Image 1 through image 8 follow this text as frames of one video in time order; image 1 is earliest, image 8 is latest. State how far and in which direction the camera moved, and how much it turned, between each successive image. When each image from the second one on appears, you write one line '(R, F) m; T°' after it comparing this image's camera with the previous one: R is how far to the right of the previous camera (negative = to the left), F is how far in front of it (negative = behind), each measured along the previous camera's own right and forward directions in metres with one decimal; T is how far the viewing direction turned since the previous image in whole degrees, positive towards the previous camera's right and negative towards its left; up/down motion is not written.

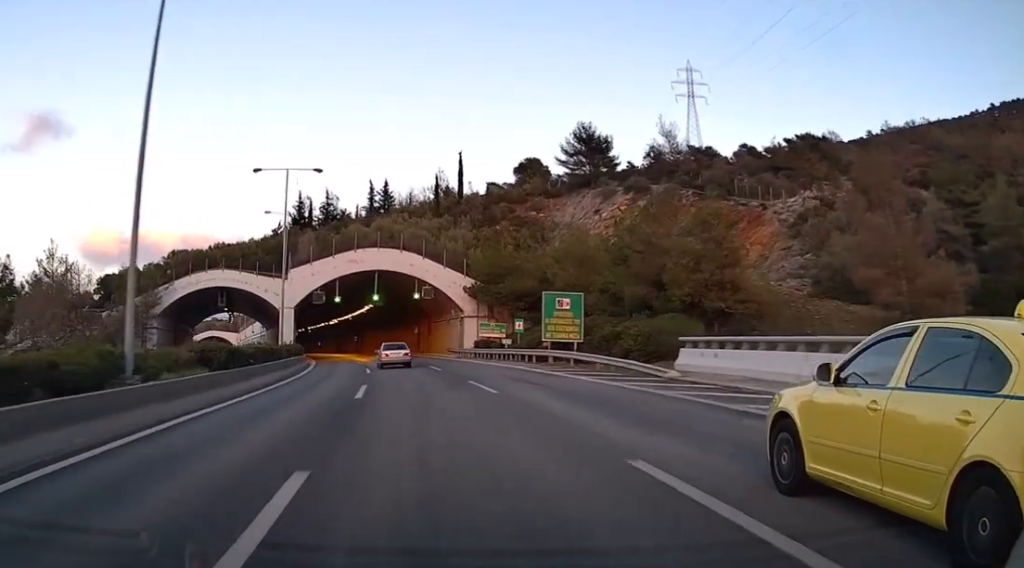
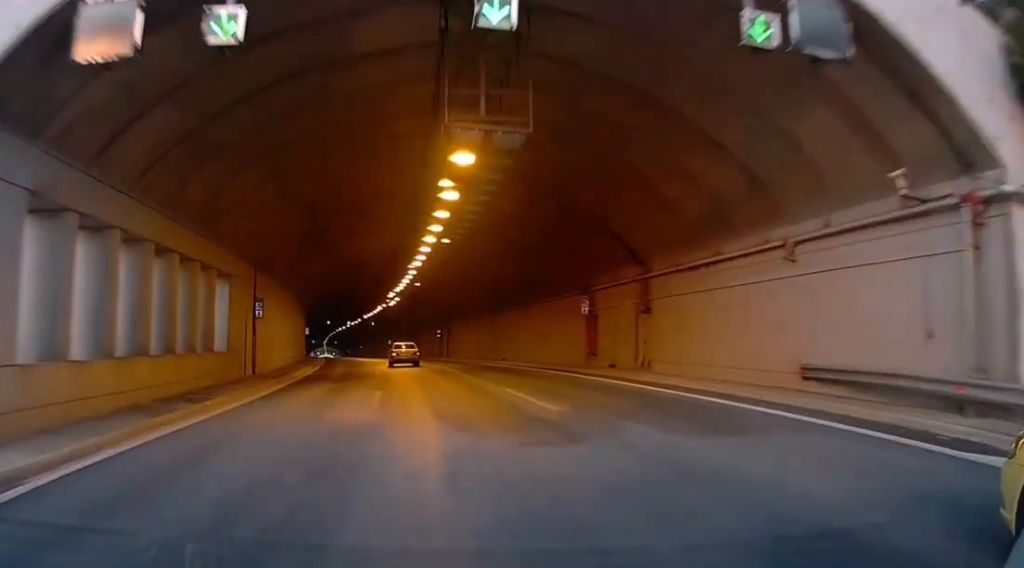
(-4.4, +59.7) m; -7°
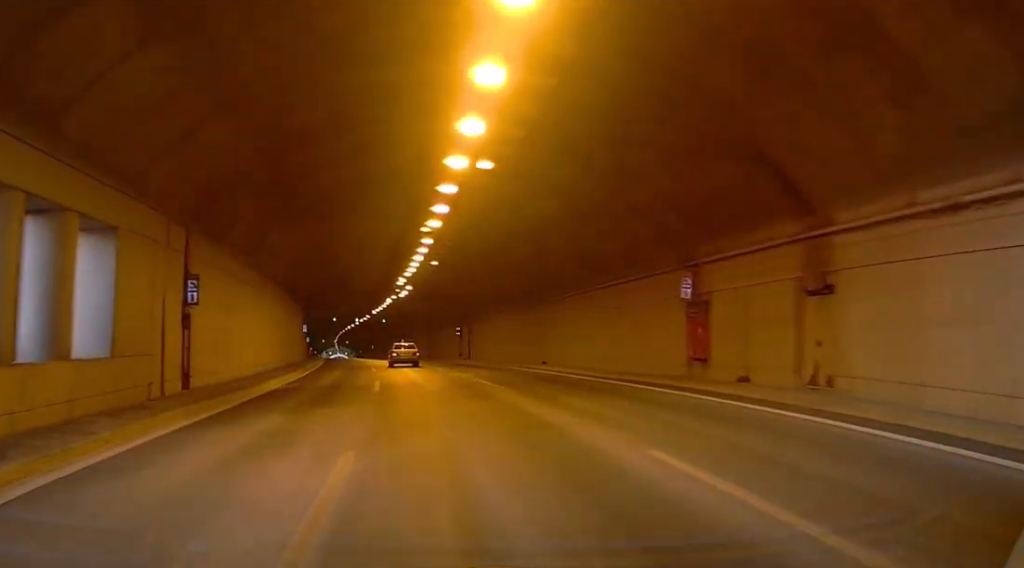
(-0.1, +12.1) m; -1°
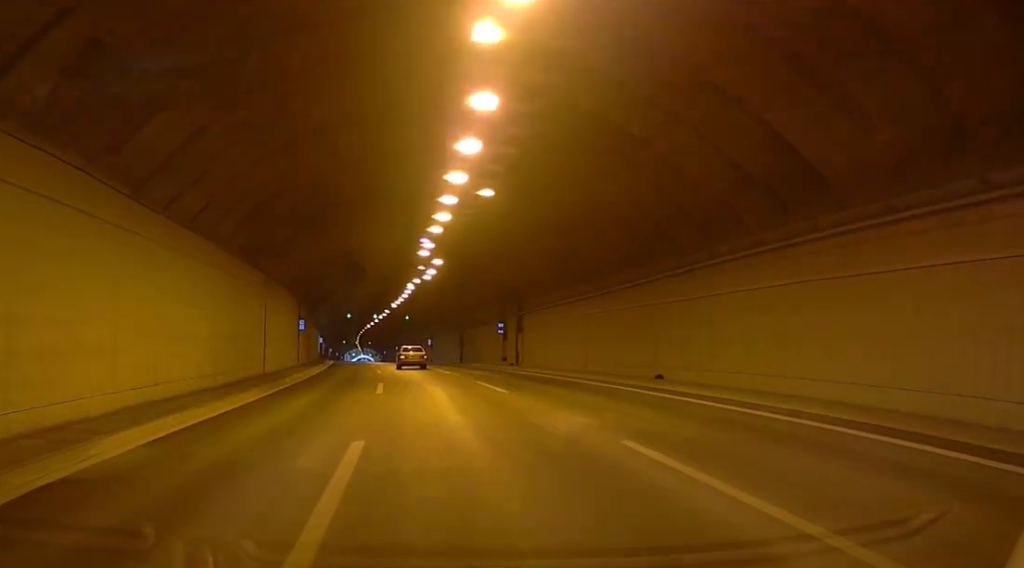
(-0.2, +17.0) m; -1°
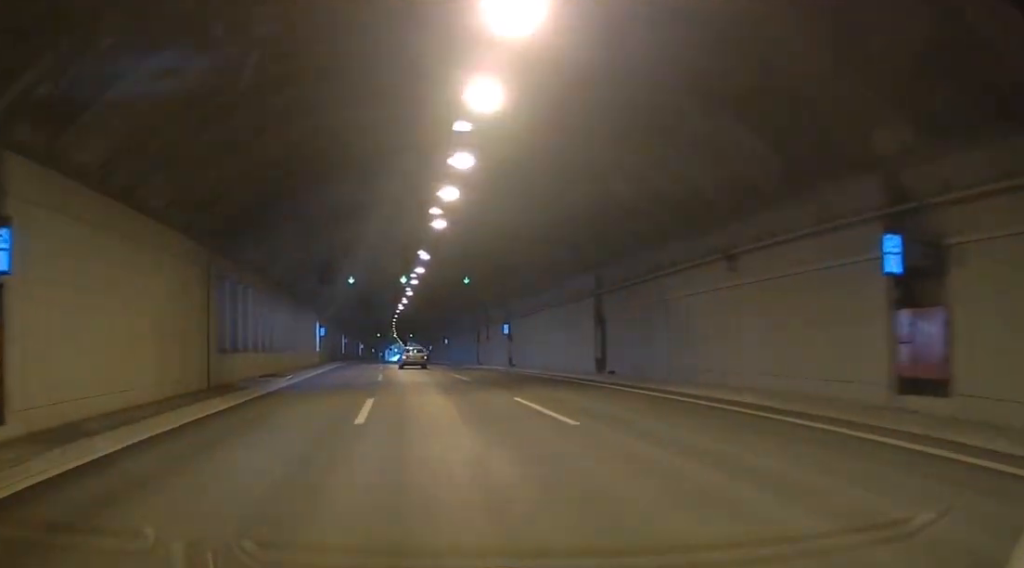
(-0.5, +45.8) m; -1°
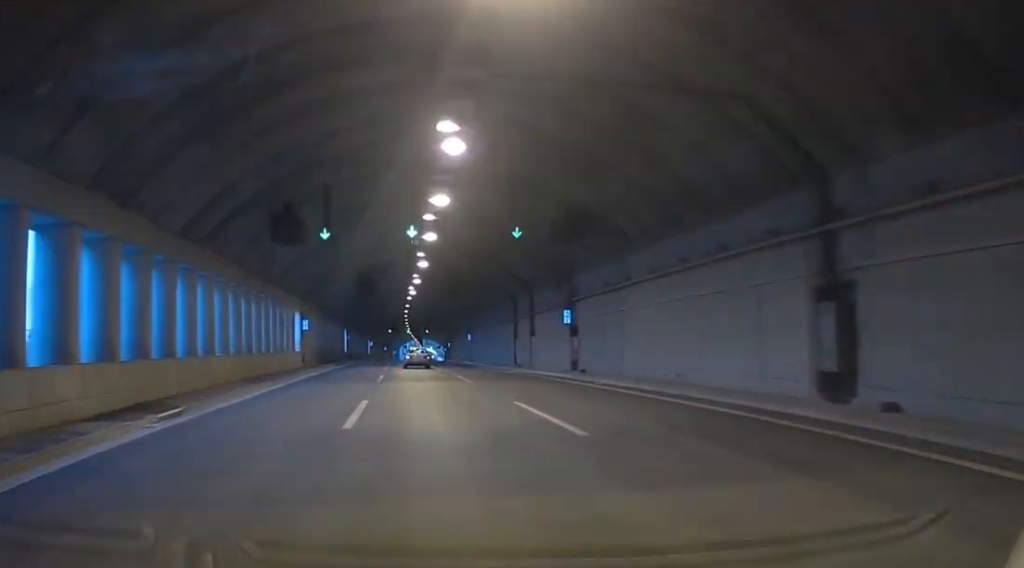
(+0.1, +18.2) m; 0°
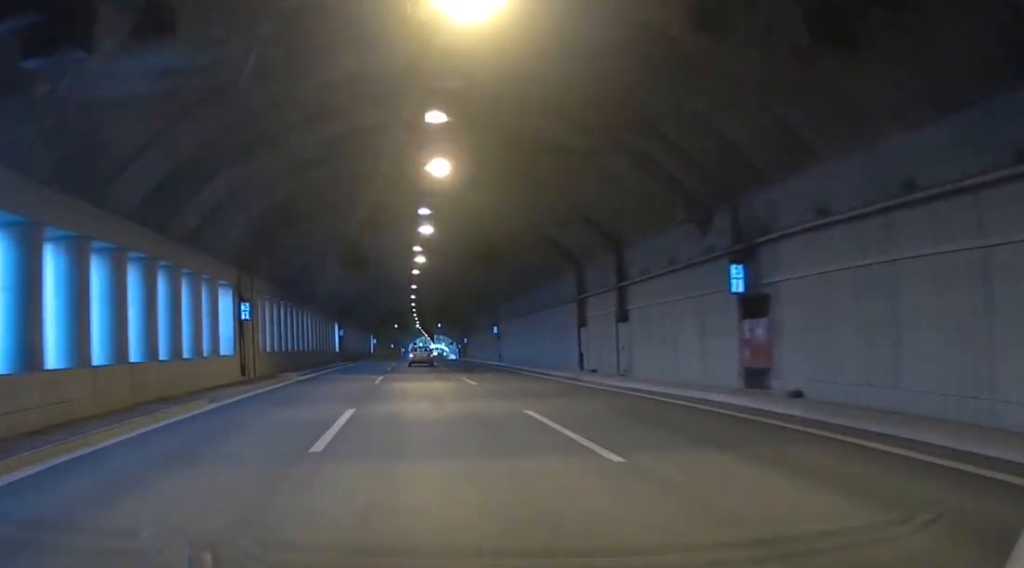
(0.0, +20.6) m; 0°
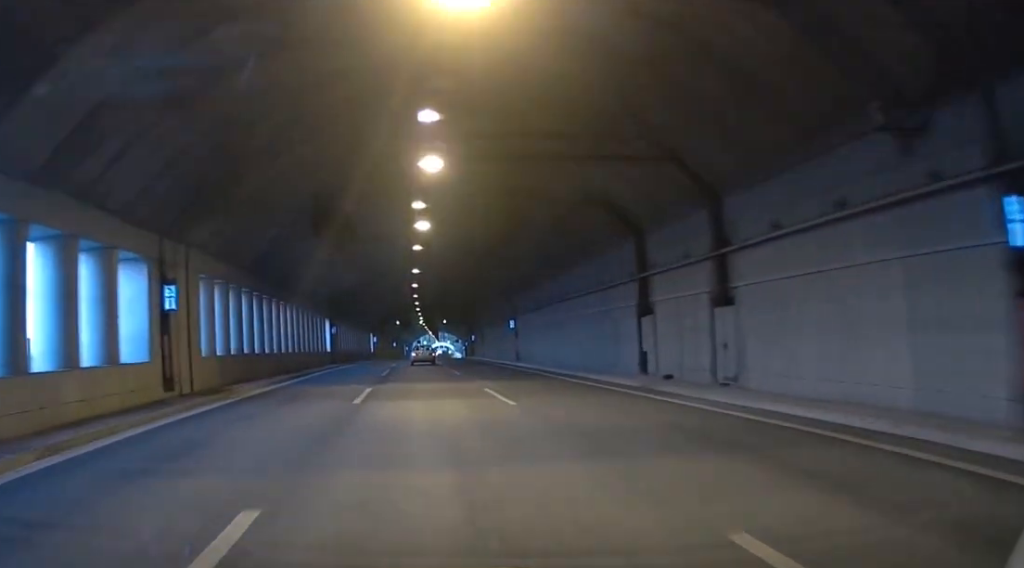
(-0.1, +9.5) m; 0°
